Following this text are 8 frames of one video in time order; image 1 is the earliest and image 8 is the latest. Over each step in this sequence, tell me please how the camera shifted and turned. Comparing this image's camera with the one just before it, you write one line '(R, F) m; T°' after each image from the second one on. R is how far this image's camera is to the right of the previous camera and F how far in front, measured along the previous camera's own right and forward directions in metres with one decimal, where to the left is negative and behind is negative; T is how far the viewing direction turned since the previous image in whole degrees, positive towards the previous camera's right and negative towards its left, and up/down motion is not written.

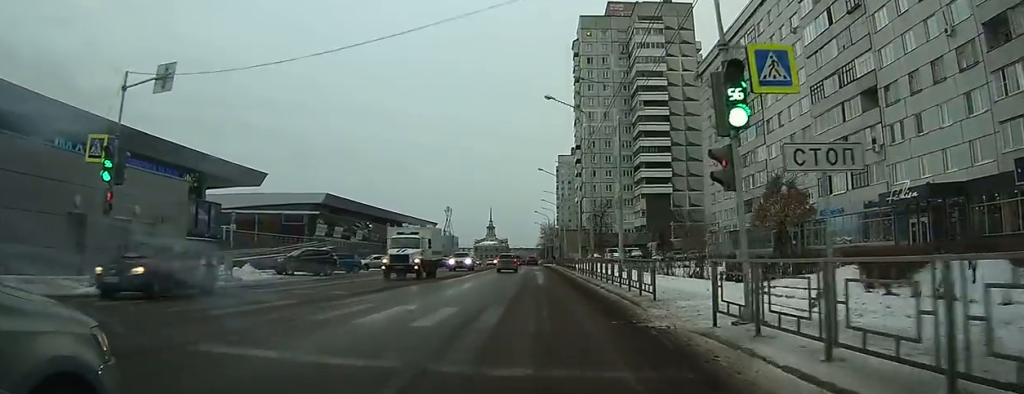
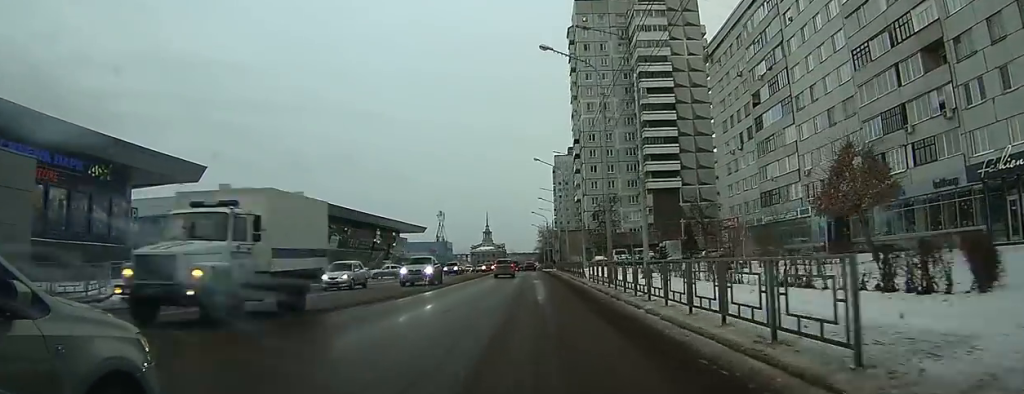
(+0.1, +8.9) m; +1°
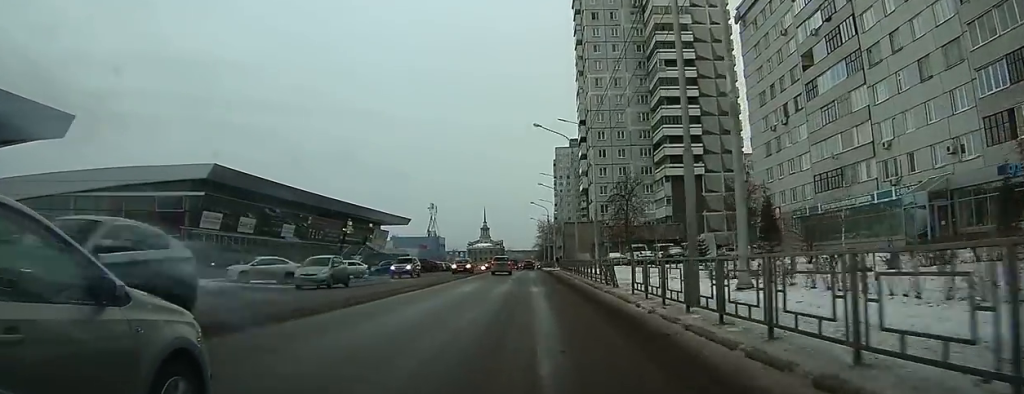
(0.0, +15.1) m; 0°
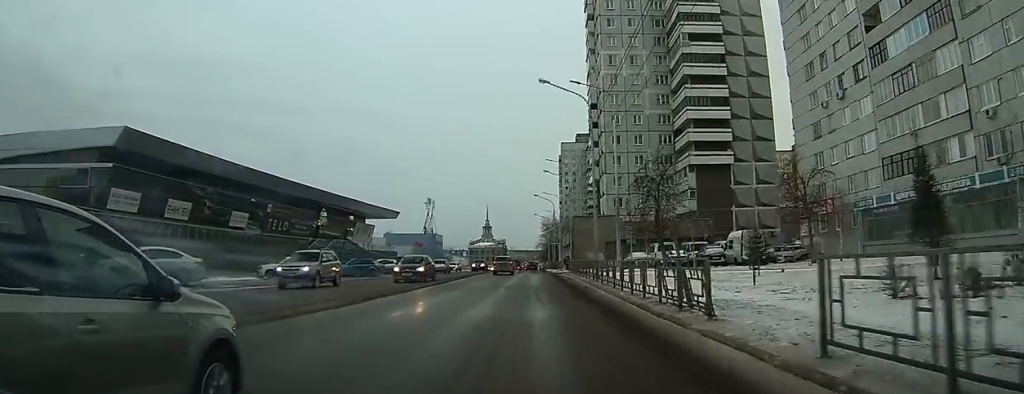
(-0.1, +13.7) m; 0°
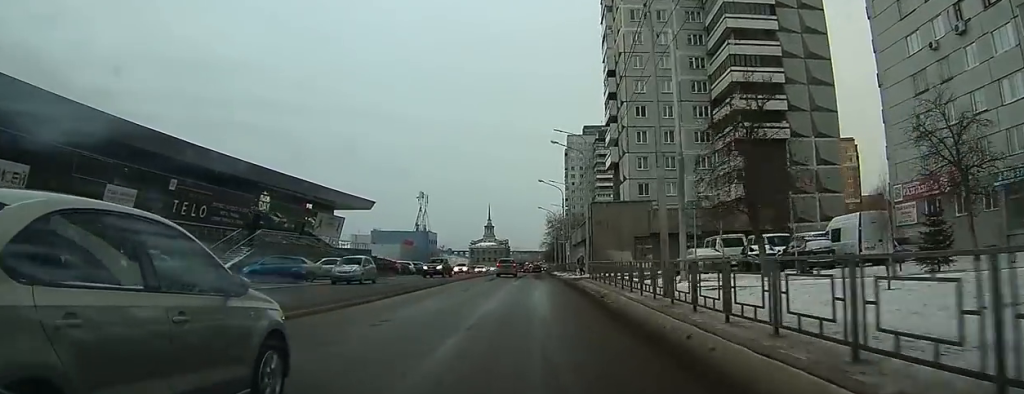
(+0.1, +20.4) m; 0°
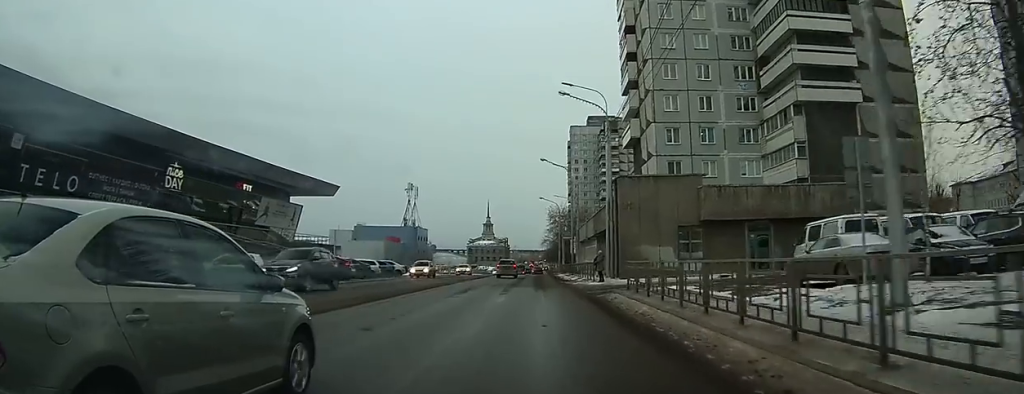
(0.0, +16.4) m; -1°
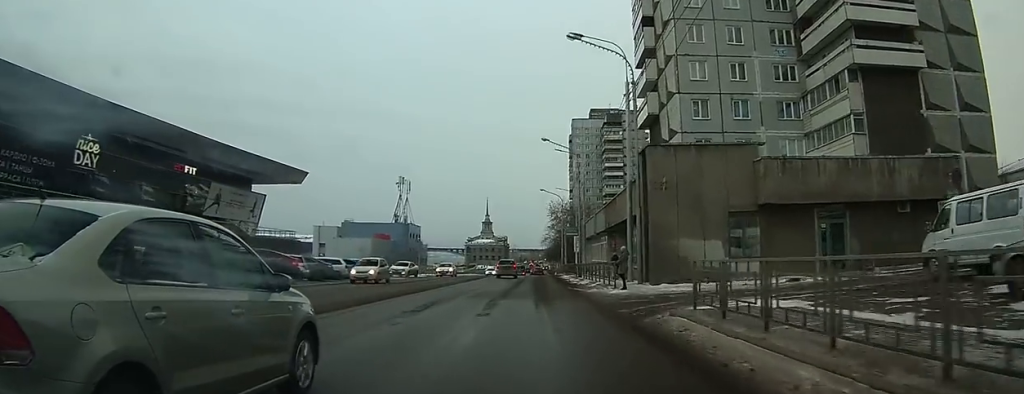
(0.0, +9.5) m; 0°
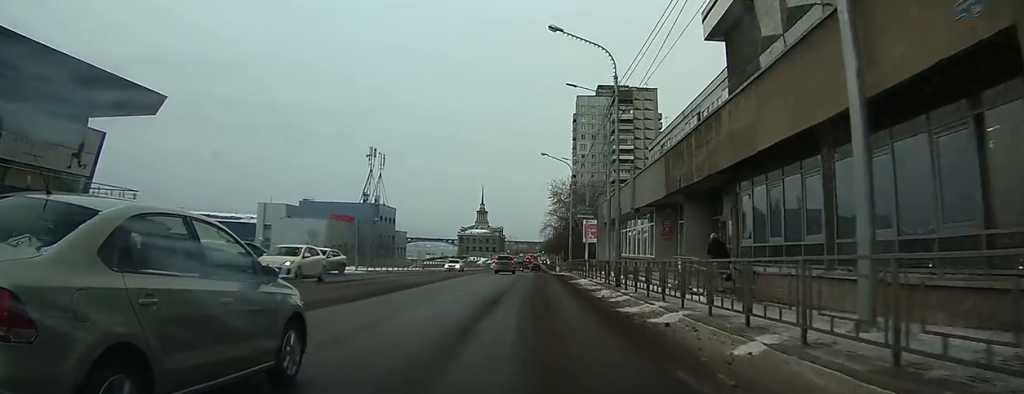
(0.0, +21.4) m; +1°
